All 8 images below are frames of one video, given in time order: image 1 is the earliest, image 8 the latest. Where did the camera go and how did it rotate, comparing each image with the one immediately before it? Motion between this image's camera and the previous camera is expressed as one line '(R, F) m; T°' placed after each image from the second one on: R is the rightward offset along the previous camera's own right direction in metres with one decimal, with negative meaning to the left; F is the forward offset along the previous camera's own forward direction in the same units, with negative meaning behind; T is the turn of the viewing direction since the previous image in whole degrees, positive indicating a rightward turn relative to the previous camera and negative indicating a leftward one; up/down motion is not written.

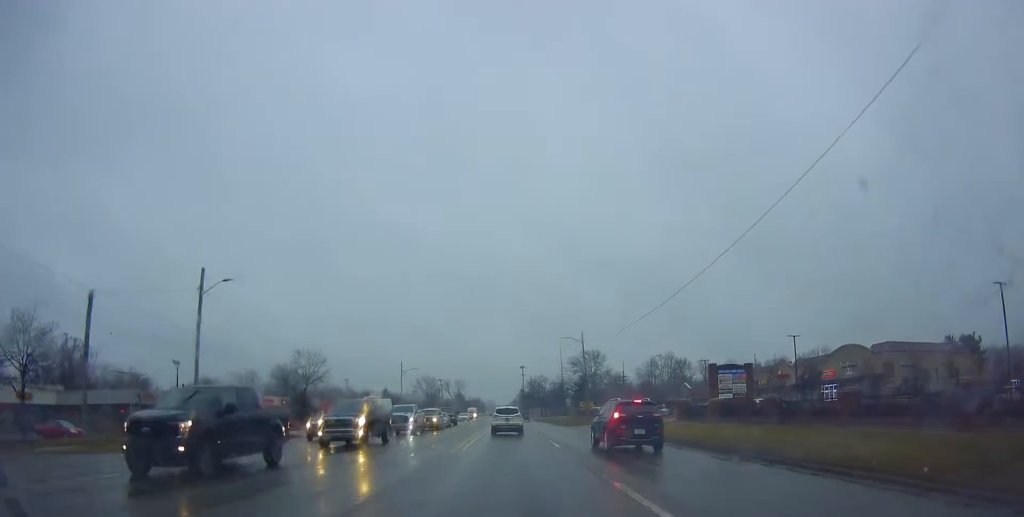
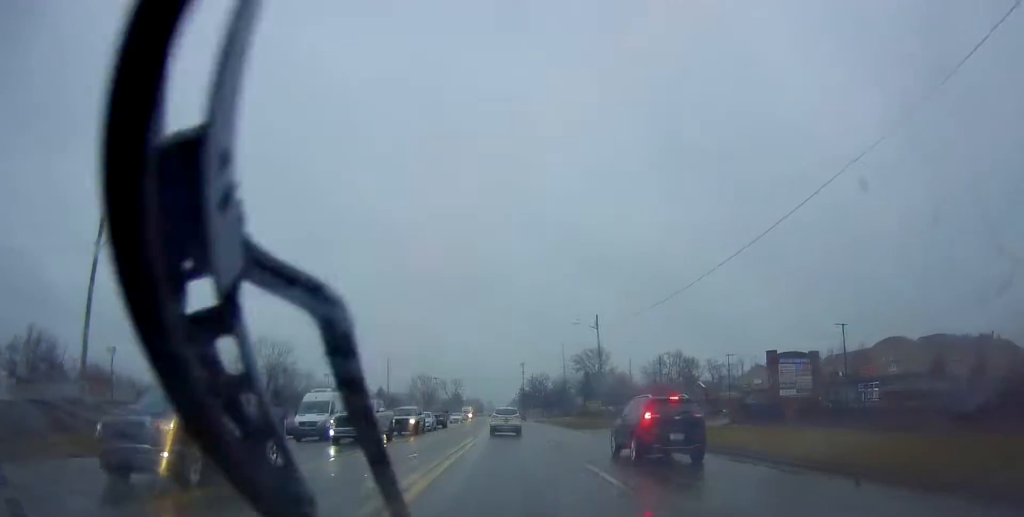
(-0.3, +11.5) m; 0°
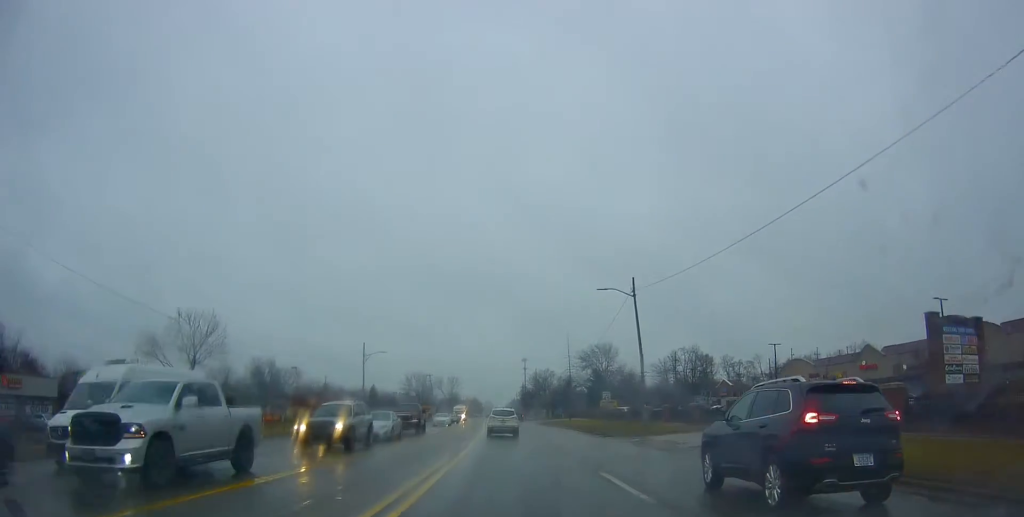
(+0.7, +16.5) m; +1°
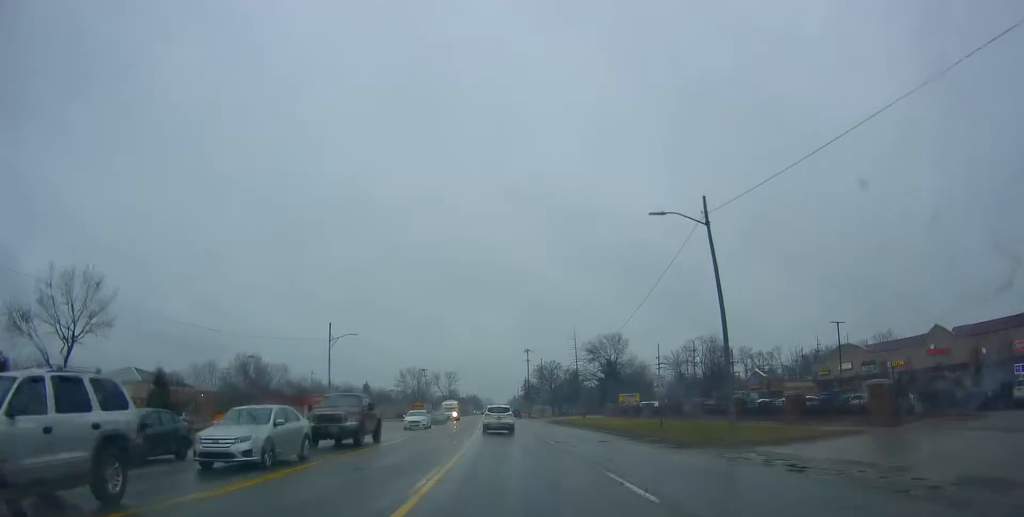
(-0.3, +15.8) m; 0°
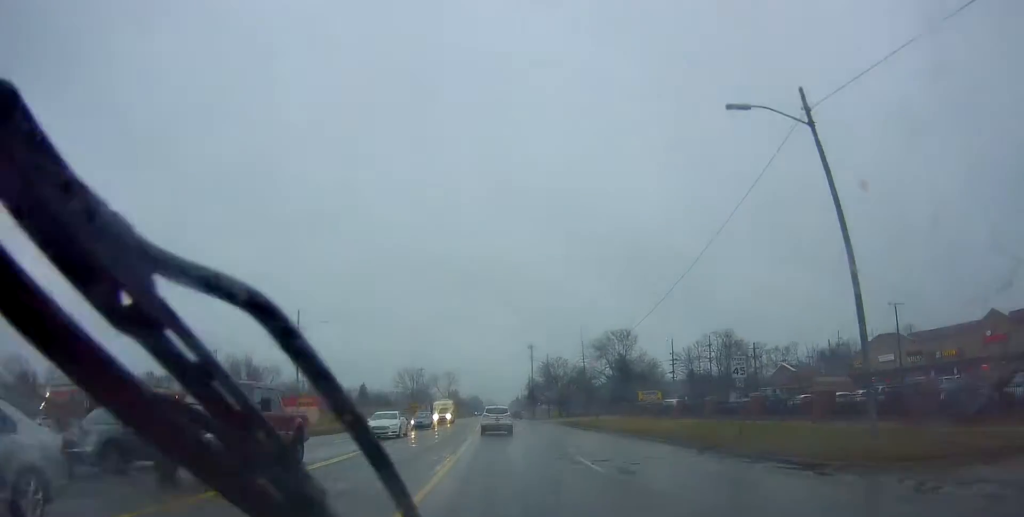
(+0.2, +10.4) m; -1°
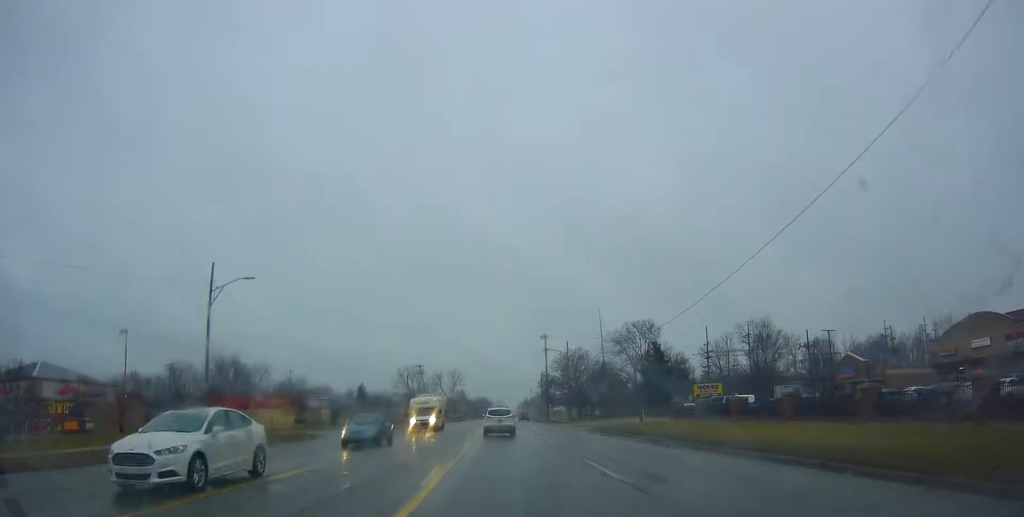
(-0.1, +17.9) m; -1°
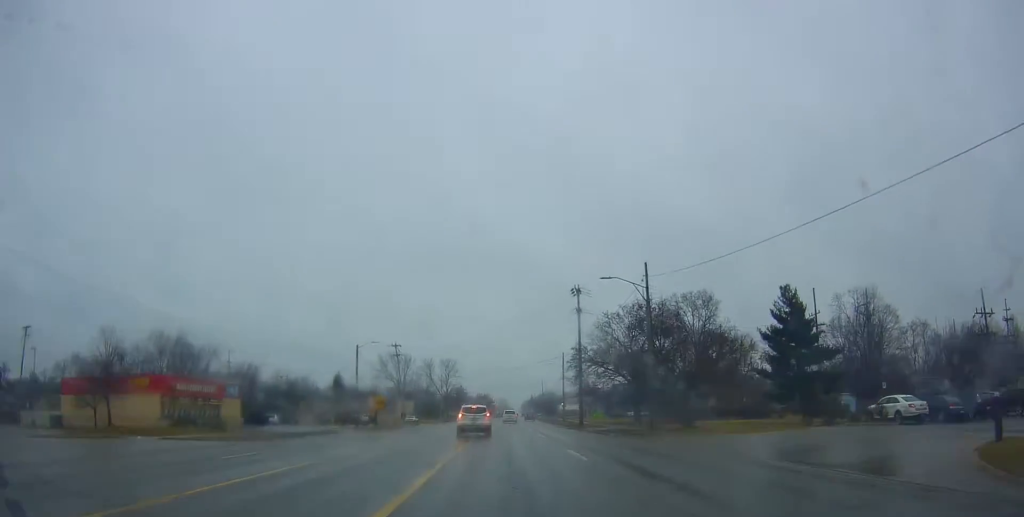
(+0.4, +40.9) m; 0°
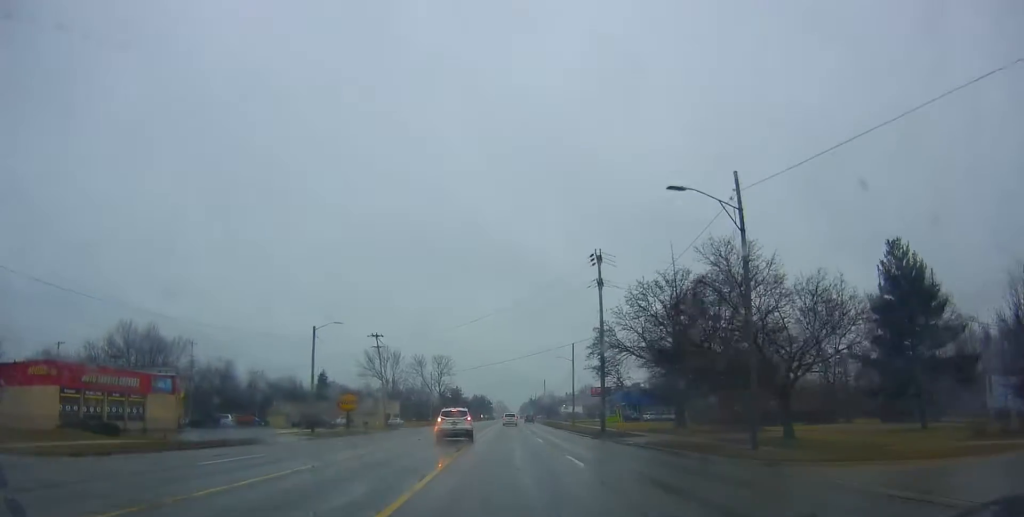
(-0.3, +15.8) m; -1°
